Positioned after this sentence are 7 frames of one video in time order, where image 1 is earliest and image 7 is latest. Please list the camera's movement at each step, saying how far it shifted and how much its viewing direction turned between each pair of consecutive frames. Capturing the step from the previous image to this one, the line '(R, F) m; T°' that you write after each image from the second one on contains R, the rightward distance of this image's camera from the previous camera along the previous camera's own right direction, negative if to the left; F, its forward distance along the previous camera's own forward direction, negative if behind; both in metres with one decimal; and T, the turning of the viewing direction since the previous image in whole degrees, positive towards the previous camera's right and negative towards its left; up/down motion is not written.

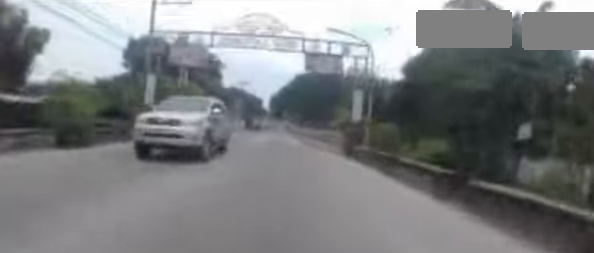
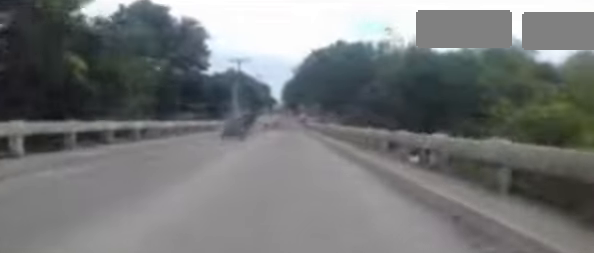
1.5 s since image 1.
(0.0, +19.8) m; 0°
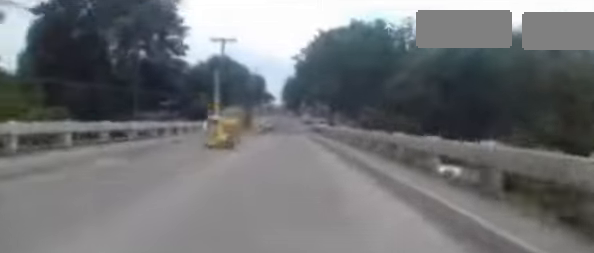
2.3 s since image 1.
(0.0, +11.7) m; +1°
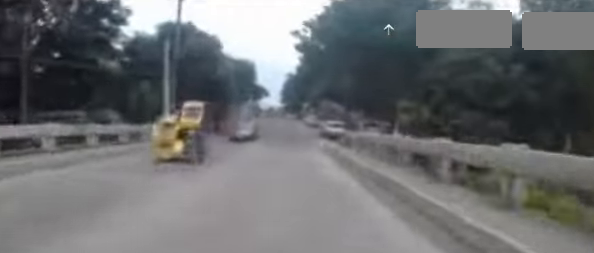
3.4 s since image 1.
(+0.3, +14.3) m; 0°
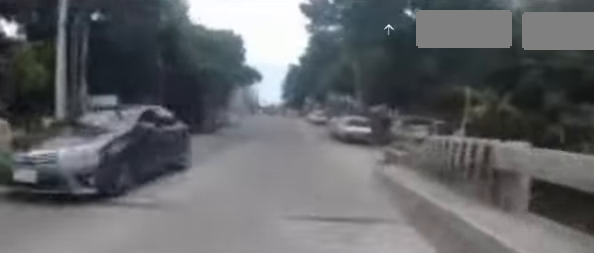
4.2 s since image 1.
(-0.2, +10.4) m; -2°
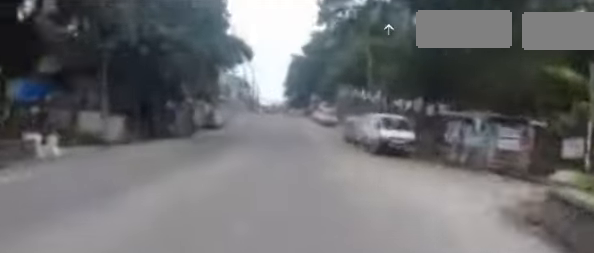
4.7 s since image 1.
(-0.1, +7.1) m; 0°
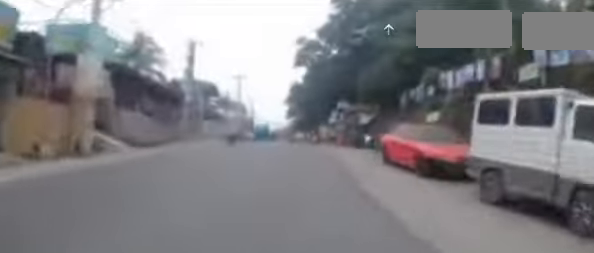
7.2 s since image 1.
(+0.6, +31.4) m; +1°
